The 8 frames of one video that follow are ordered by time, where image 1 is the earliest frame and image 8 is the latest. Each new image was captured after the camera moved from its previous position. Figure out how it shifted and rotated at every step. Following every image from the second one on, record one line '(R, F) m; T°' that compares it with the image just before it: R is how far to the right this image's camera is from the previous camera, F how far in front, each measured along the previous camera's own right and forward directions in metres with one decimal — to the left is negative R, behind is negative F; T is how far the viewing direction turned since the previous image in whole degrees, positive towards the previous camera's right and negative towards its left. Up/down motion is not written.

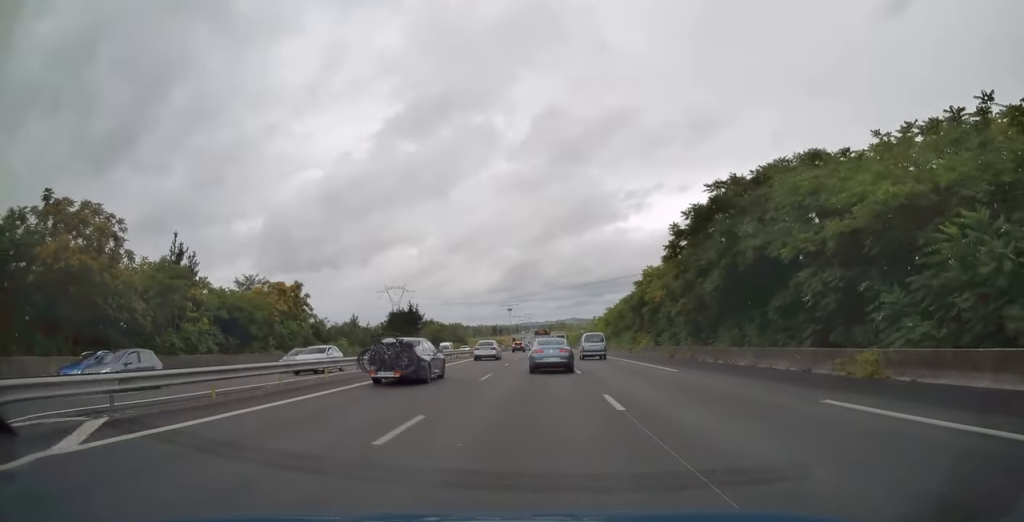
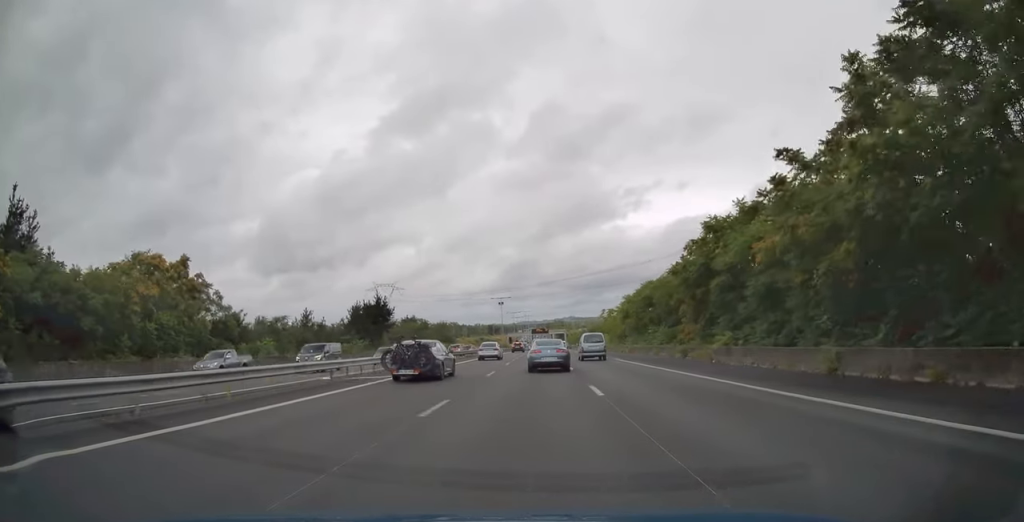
(-0.1, +23.1) m; 0°
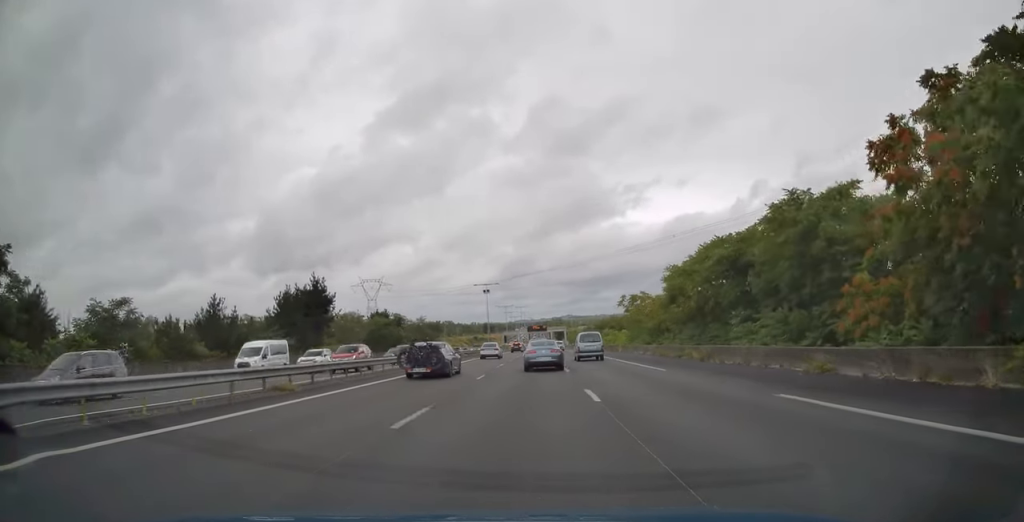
(0.0, +27.2) m; 0°
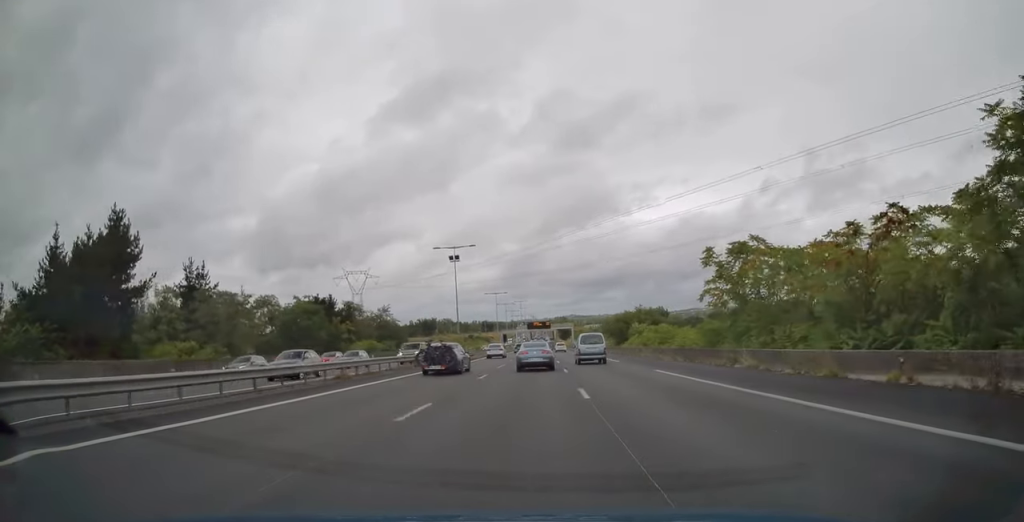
(+0.1, +37.3) m; 0°
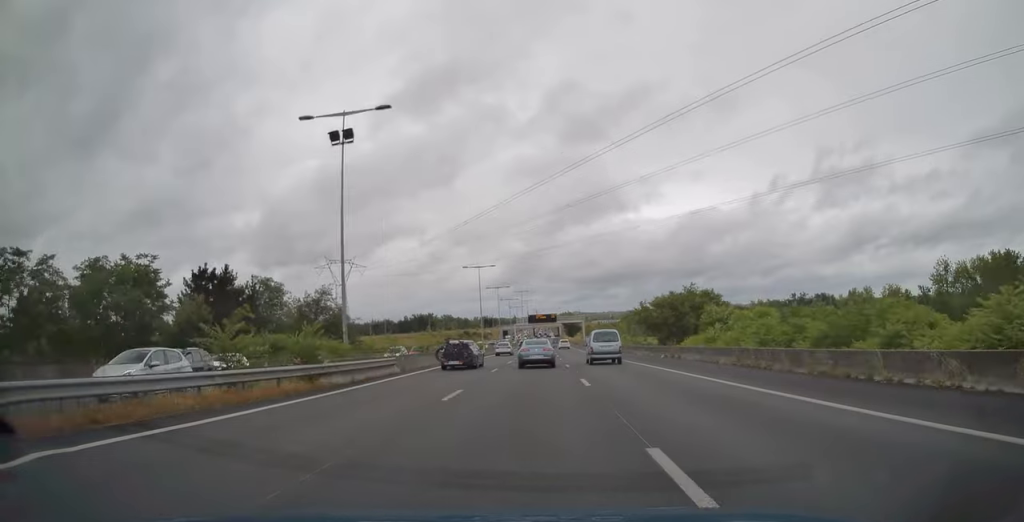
(-0.1, +35.3) m; 0°
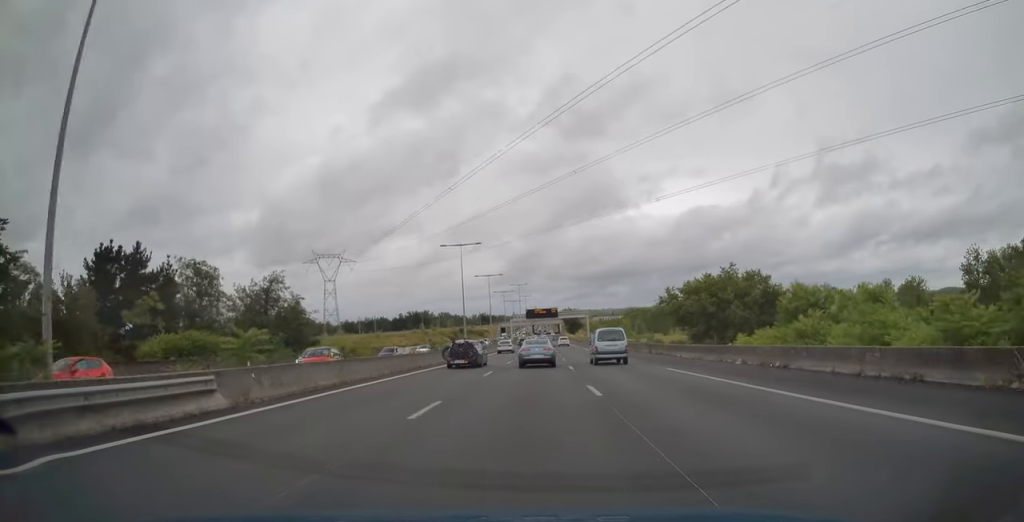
(0.0, +16.3) m; 0°
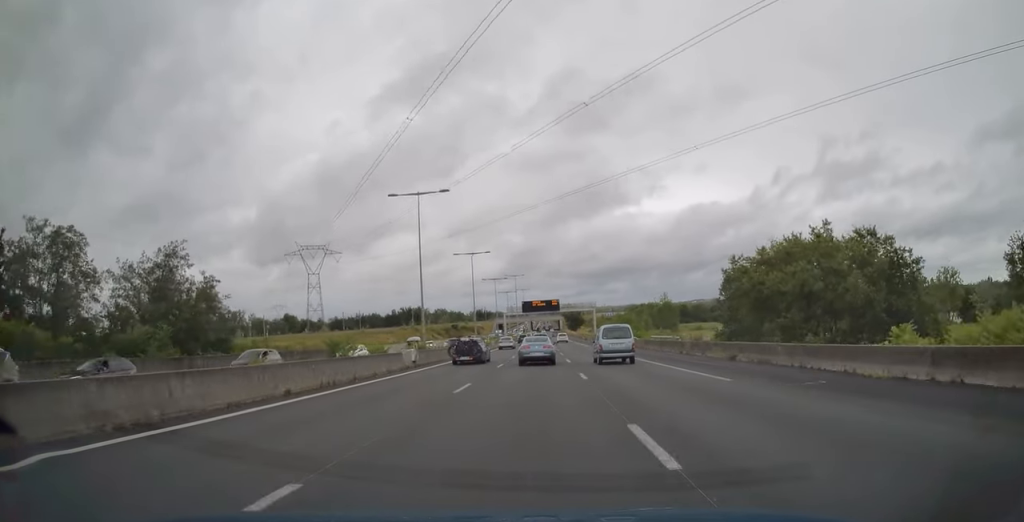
(0.0, +20.9) m; 0°
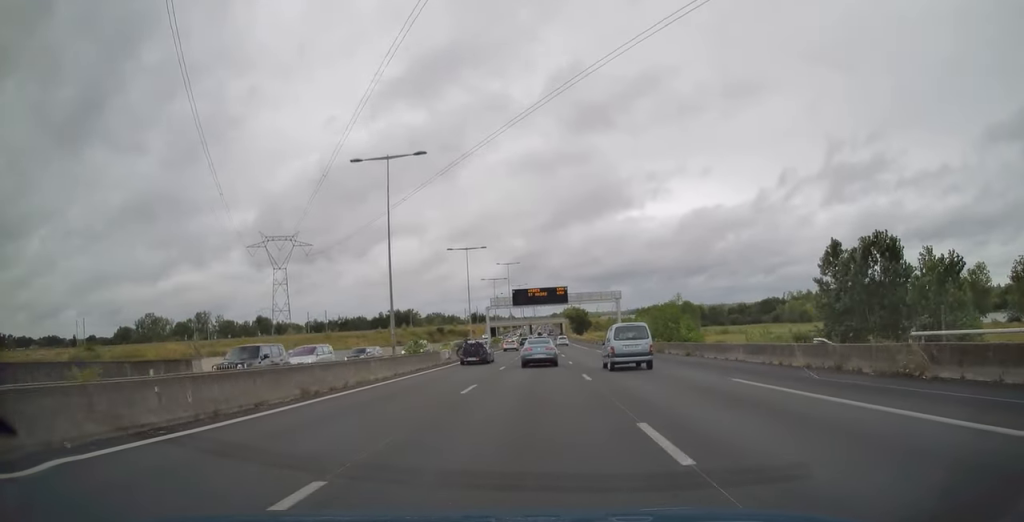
(0.0, +39.2) m; 0°
